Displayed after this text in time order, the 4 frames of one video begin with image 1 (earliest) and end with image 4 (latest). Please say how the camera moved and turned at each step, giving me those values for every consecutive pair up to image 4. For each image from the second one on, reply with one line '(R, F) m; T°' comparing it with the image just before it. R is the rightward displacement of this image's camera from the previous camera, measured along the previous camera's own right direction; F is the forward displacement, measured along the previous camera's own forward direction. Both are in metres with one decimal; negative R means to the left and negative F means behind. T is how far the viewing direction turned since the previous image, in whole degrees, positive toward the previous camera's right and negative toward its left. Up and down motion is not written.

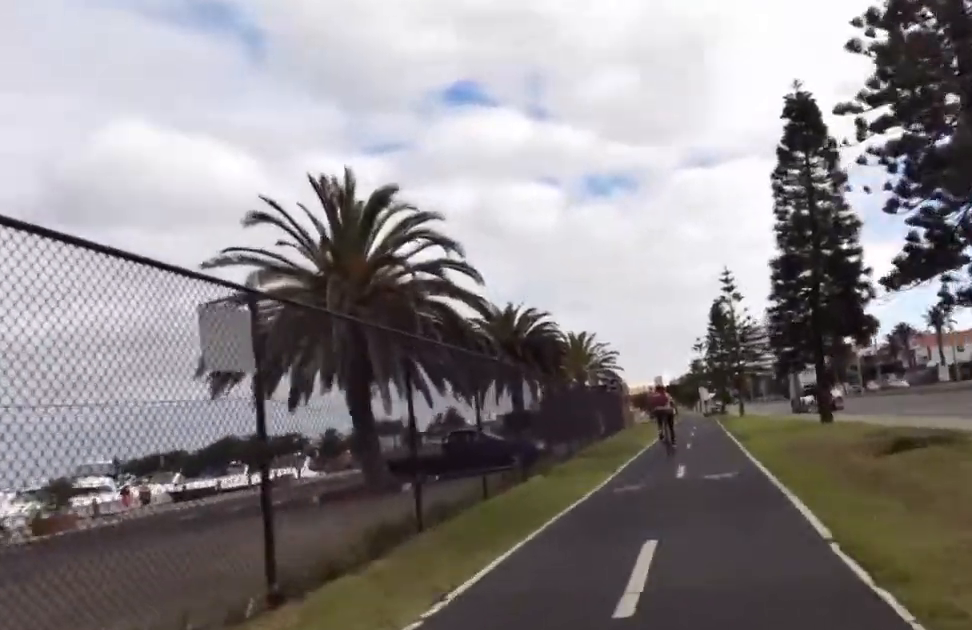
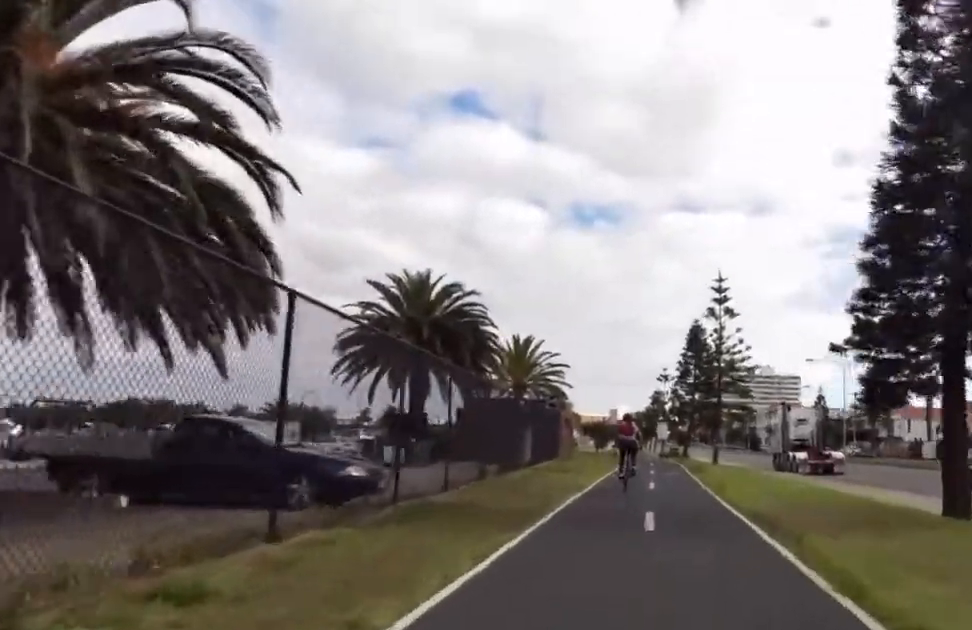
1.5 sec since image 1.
(+1.4, +11.3) m; +8°
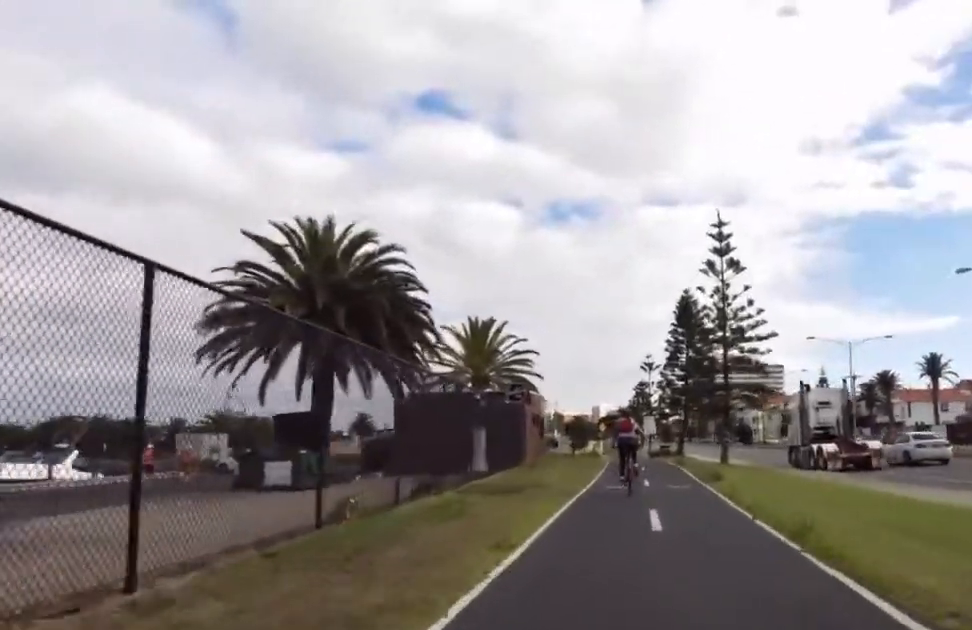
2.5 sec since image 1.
(-0.3, +8.0) m; -6°
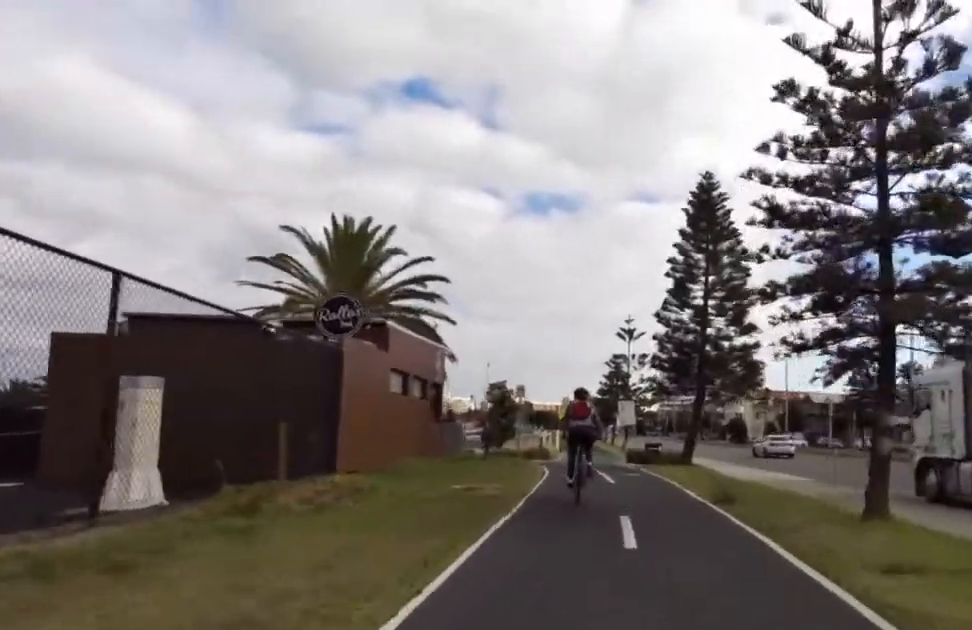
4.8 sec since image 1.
(+1.1, +18.0) m; +9°
